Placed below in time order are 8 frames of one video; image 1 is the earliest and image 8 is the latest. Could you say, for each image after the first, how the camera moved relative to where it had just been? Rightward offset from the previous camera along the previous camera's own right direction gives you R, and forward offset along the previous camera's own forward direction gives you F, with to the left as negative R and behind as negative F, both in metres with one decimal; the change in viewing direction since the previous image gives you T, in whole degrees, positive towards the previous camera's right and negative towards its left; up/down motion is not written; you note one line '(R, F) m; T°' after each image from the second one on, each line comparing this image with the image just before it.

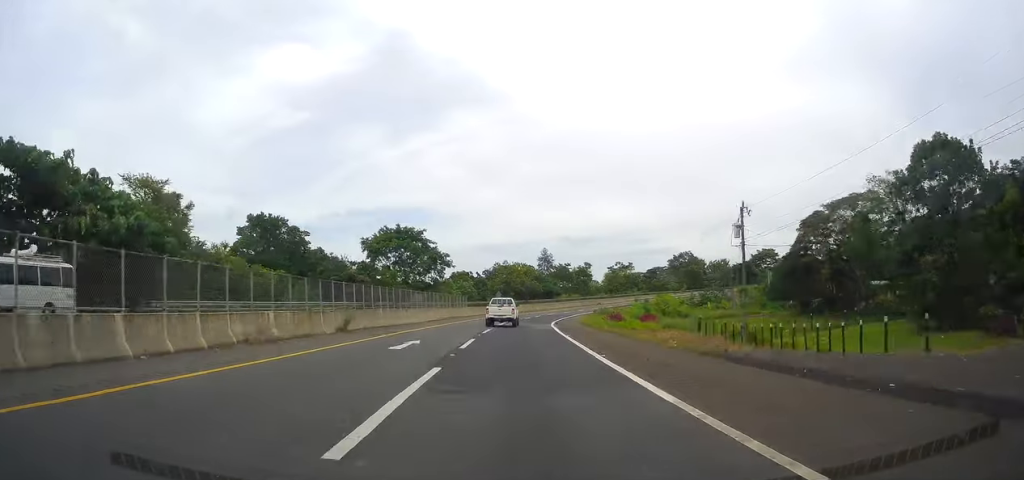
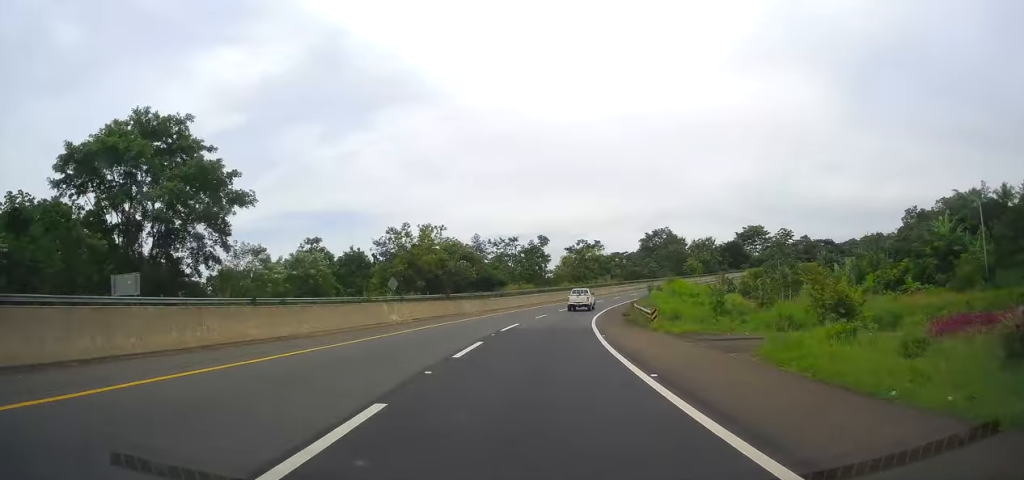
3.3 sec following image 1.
(+0.7, +61.7) m; +5°
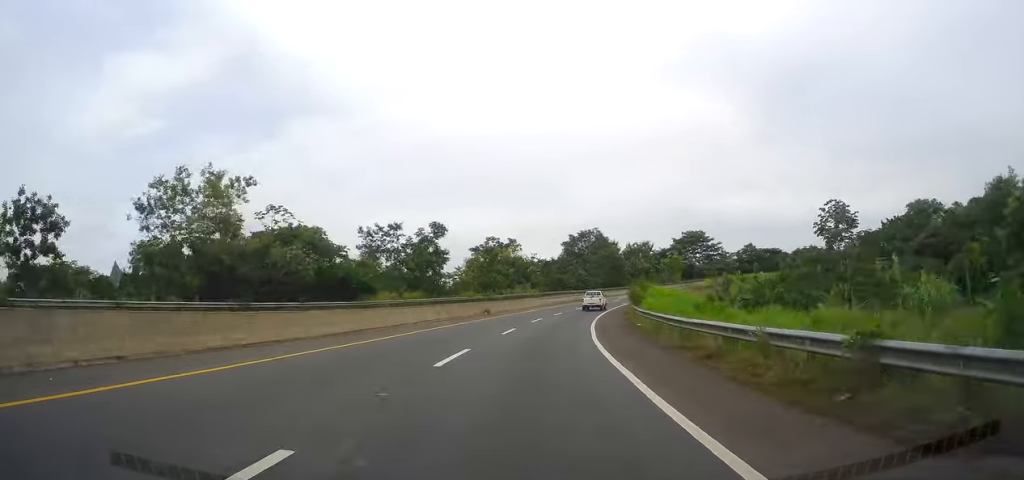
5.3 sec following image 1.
(+2.7, +36.0) m; +9°
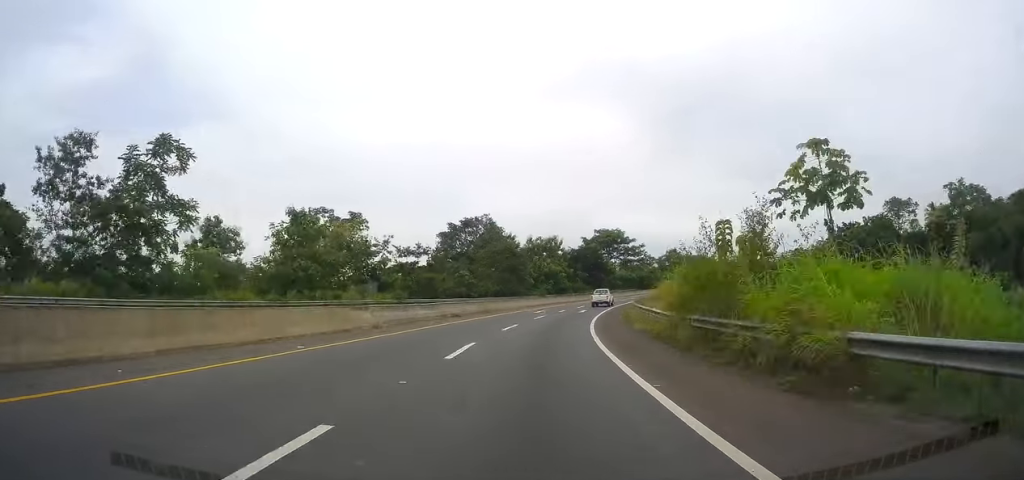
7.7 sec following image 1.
(+4.7, +45.6) m; +11°
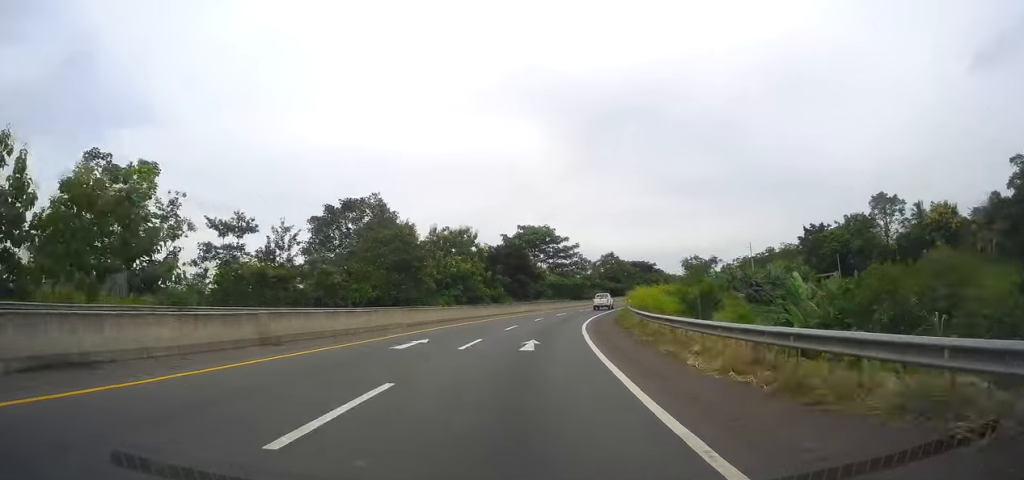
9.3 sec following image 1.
(+1.8, +31.7) m; +8°
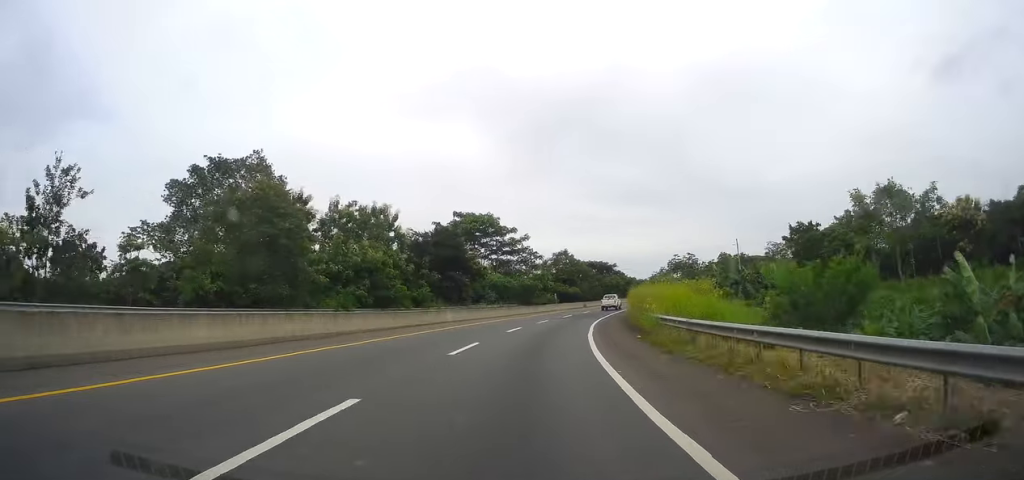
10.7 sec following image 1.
(+2.3, +25.0) m; +7°
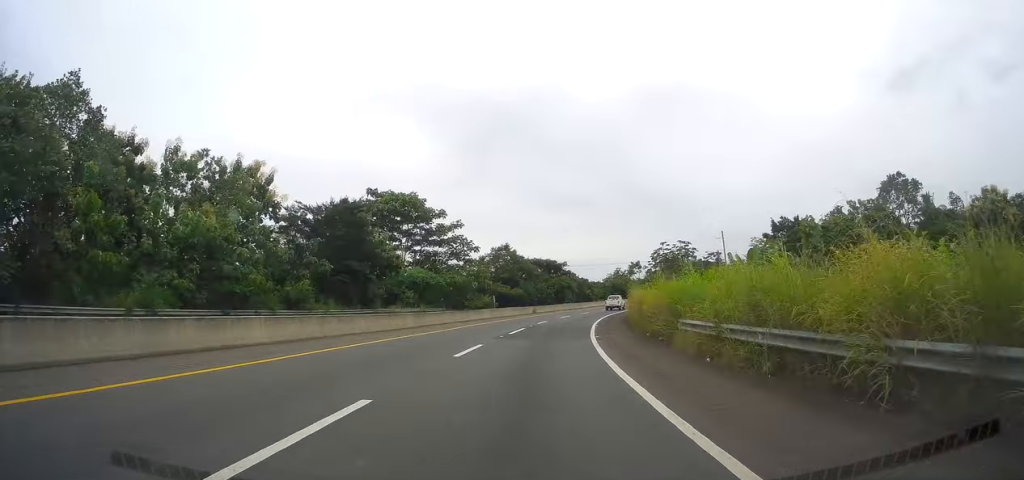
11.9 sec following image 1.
(+1.1, +23.4) m; +6°
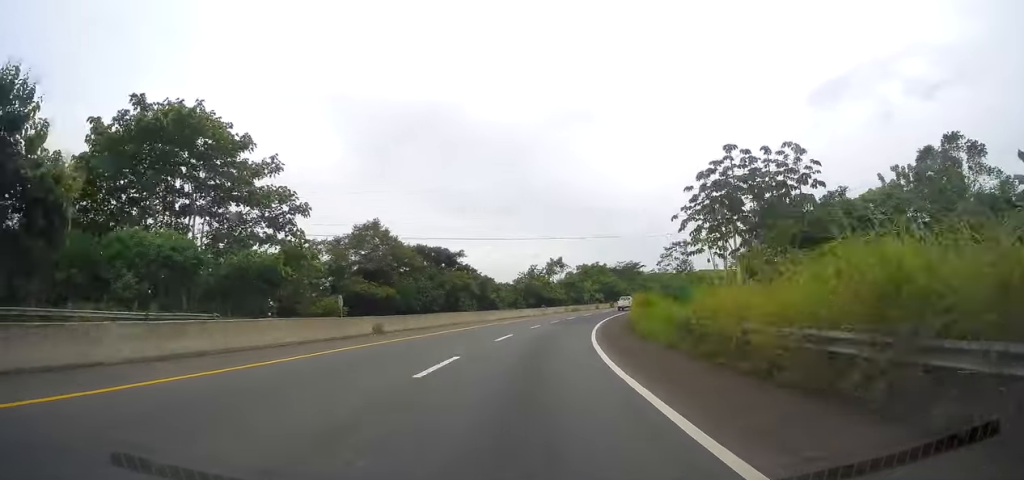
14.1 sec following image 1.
(+3.6, +39.9) m; +10°
